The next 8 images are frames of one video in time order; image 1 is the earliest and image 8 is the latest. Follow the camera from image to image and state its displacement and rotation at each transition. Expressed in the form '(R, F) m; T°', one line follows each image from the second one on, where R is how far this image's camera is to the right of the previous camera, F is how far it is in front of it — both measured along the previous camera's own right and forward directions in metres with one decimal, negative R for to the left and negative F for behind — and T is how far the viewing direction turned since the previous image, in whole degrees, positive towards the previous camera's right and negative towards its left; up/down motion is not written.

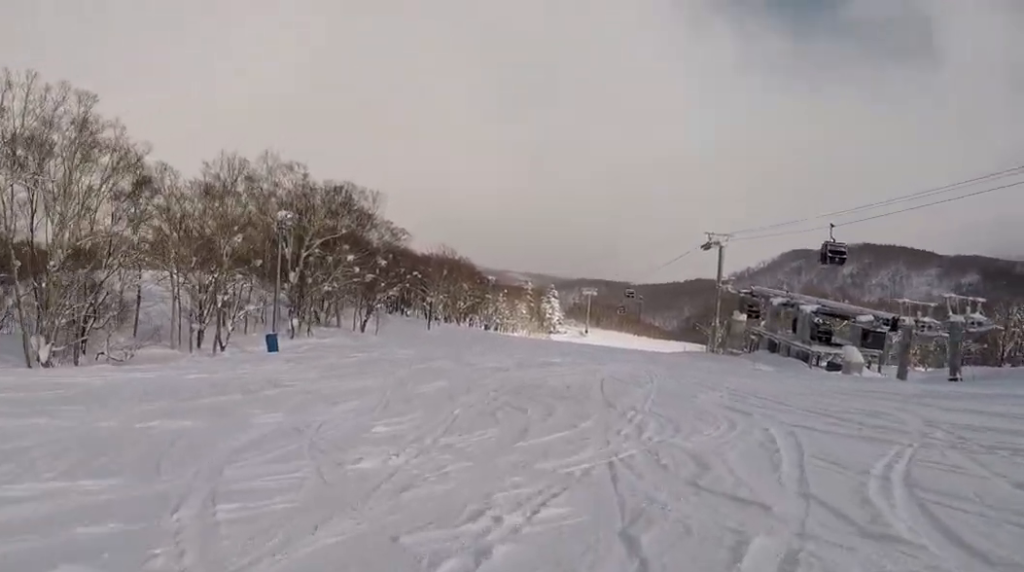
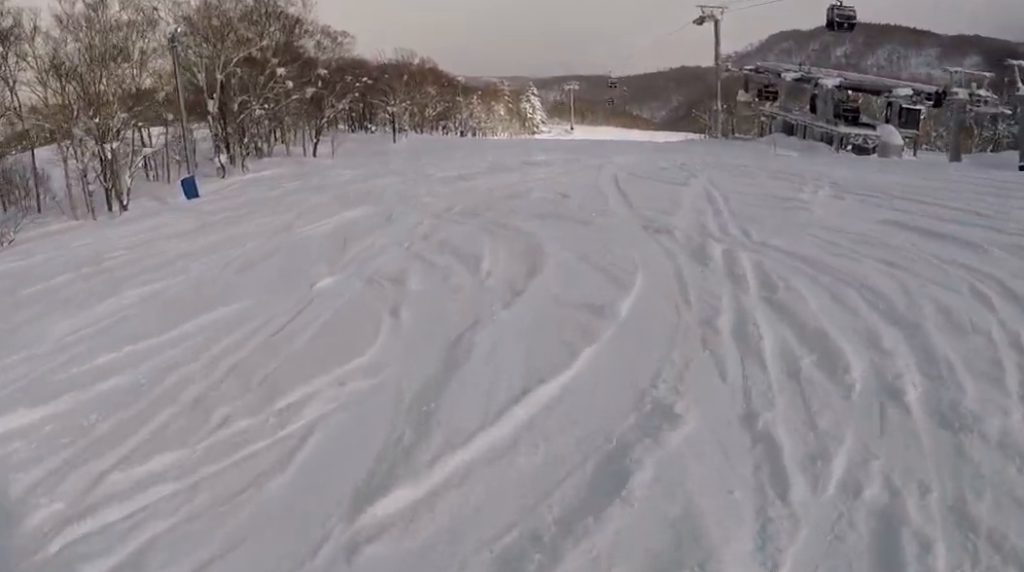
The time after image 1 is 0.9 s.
(+1.2, +10.1) m; 0°
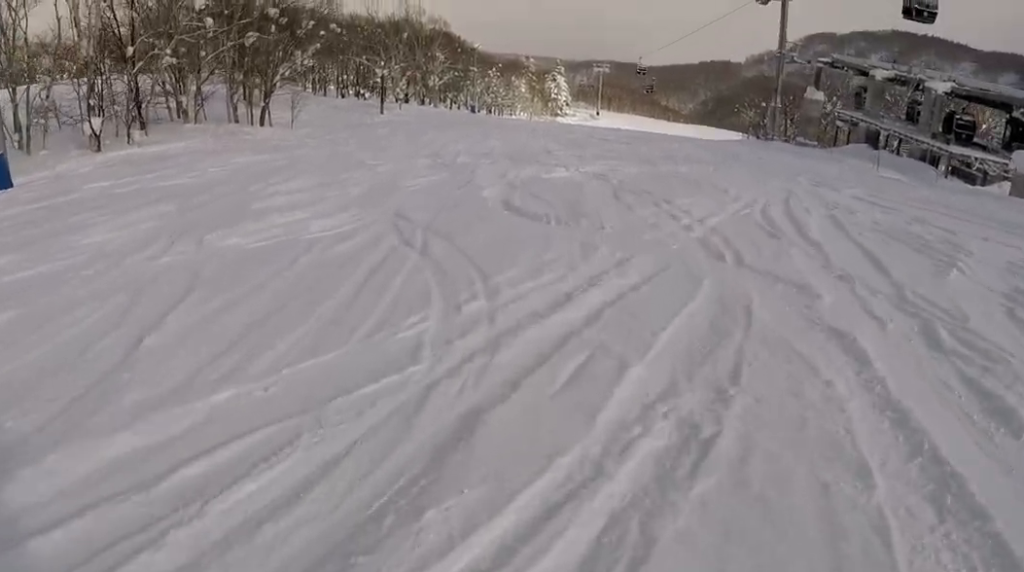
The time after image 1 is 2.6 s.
(-0.3, +19.2) m; +5°
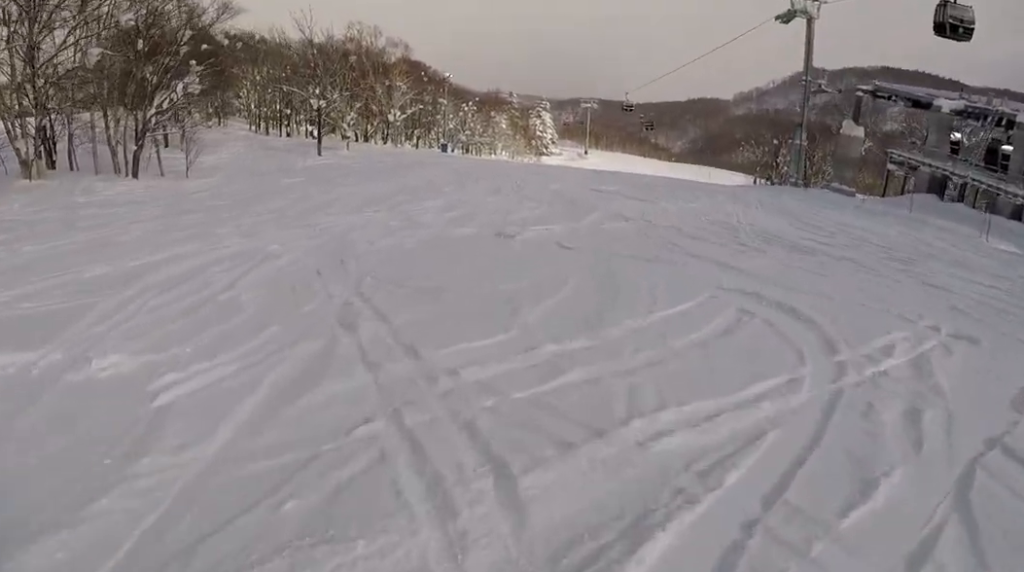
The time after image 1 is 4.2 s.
(0.0, +16.5) m; -6°
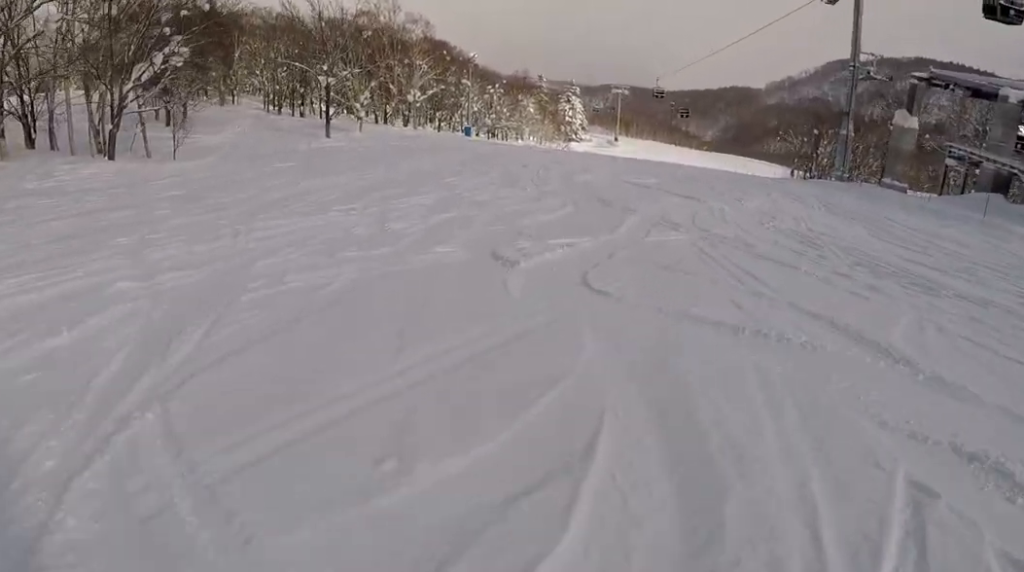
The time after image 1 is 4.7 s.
(-0.8, +5.2) m; 0°
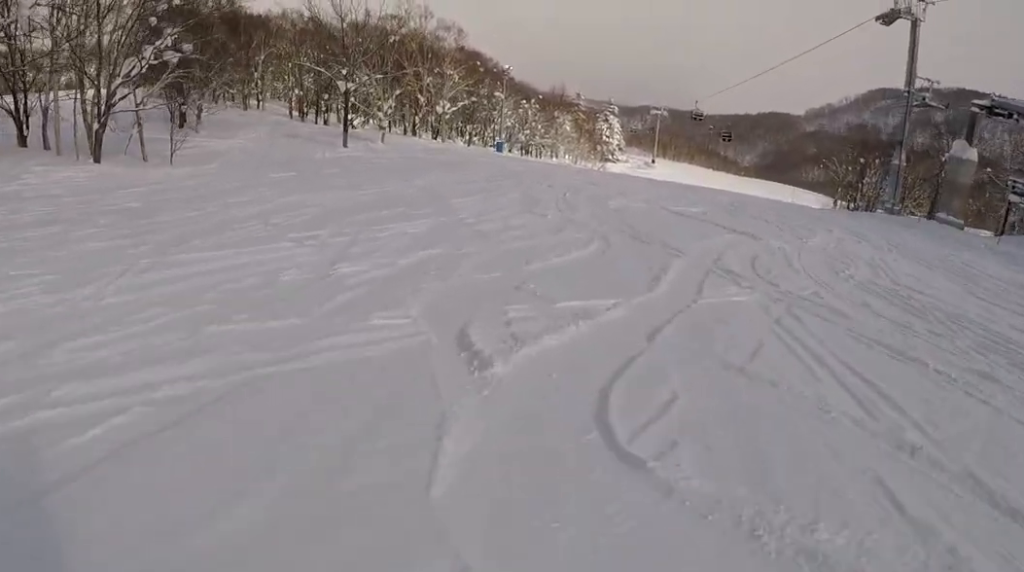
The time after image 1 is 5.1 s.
(-0.1, +4.1) m; +1°
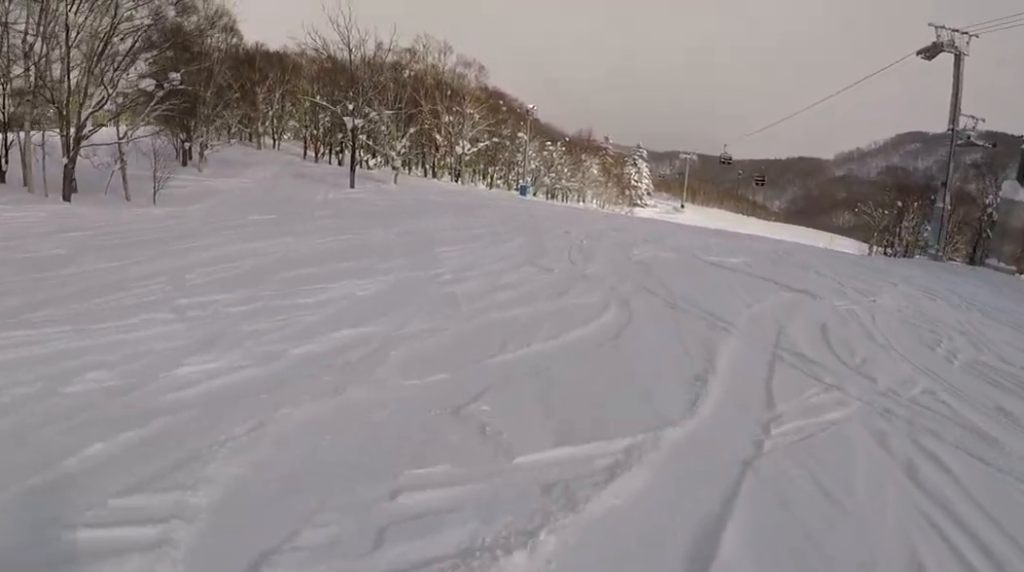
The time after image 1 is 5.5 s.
(+0.5, +4.0) m; +4°
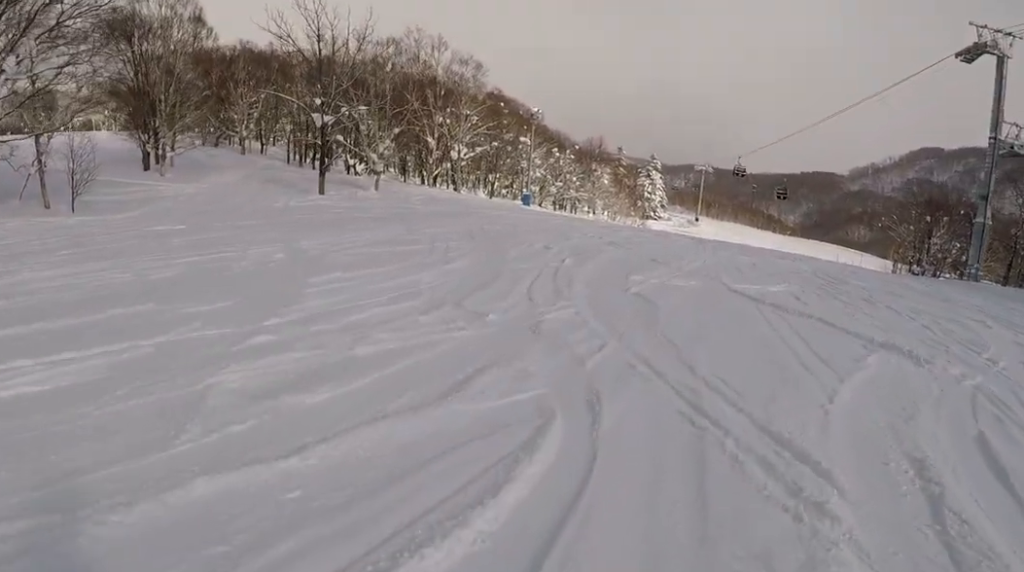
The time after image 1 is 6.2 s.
(+0.4, +6.3) m; +4°
